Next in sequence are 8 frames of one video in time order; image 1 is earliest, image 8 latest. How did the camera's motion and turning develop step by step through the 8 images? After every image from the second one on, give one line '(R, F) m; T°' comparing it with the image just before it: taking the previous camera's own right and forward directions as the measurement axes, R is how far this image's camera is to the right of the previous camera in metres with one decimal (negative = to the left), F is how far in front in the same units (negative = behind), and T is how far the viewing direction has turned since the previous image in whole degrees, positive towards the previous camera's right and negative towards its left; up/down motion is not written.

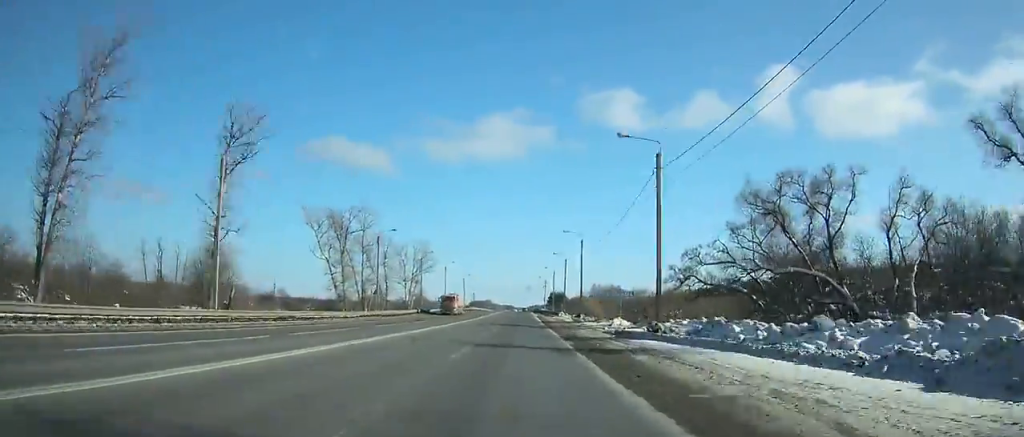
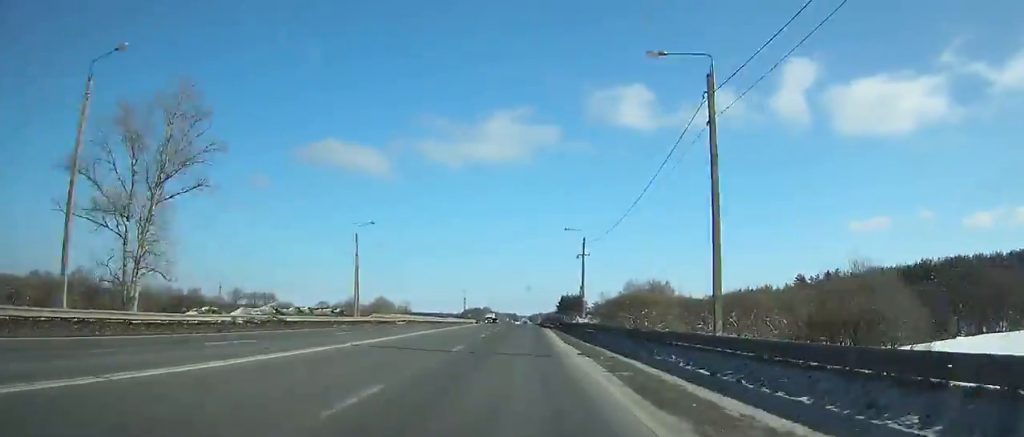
(+0.4, +103.3) m; 0°
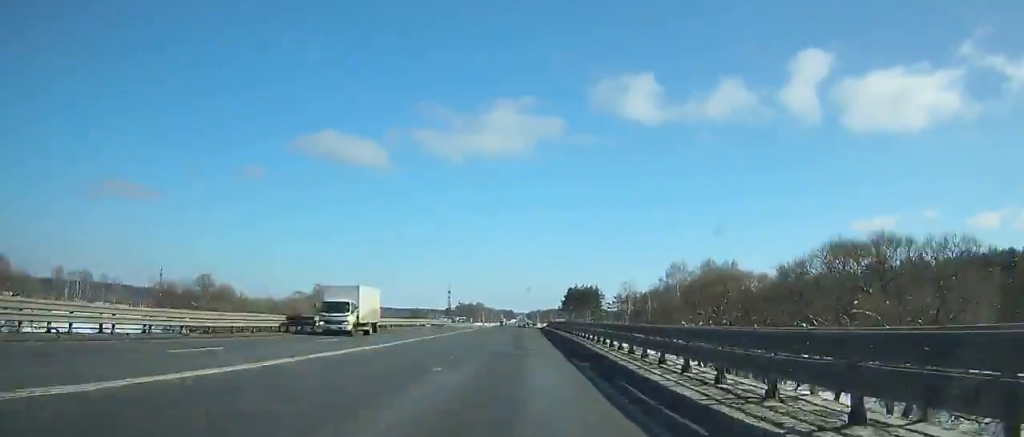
(-0.3, +71.4) m; 0°
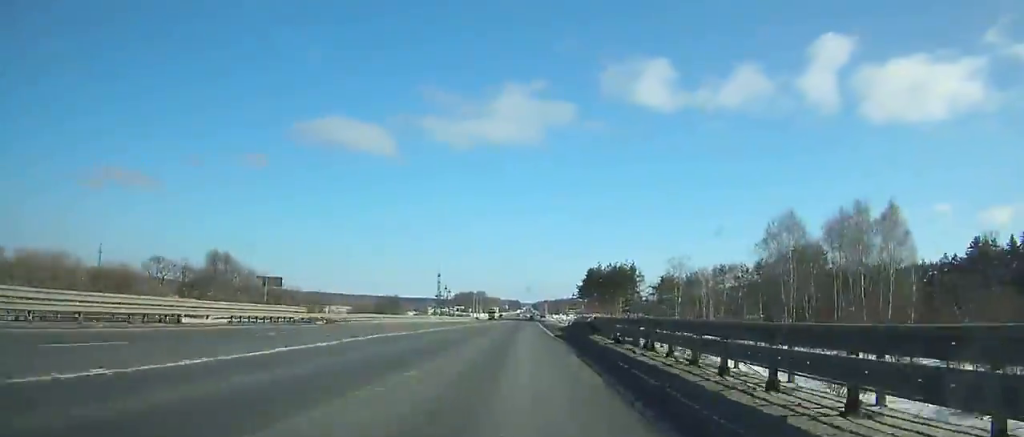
(-0.3, +65.9) m; 0°
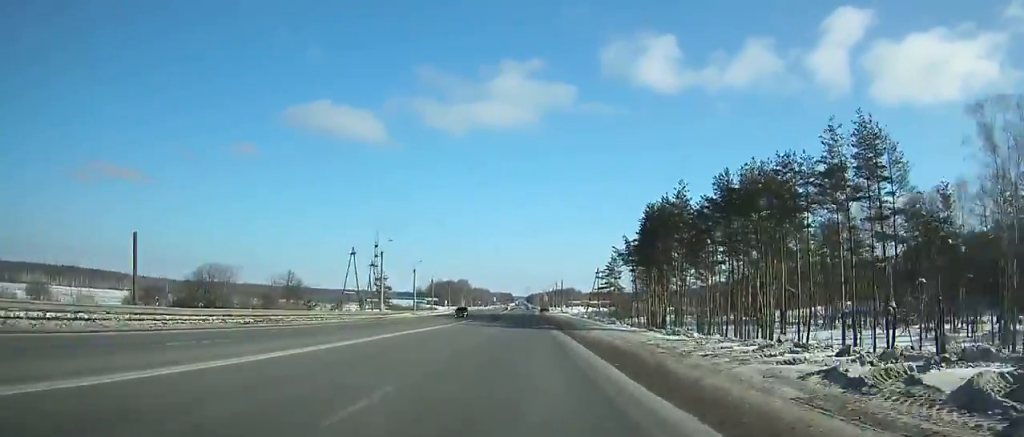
(+0.4, +111.5) m; +1°
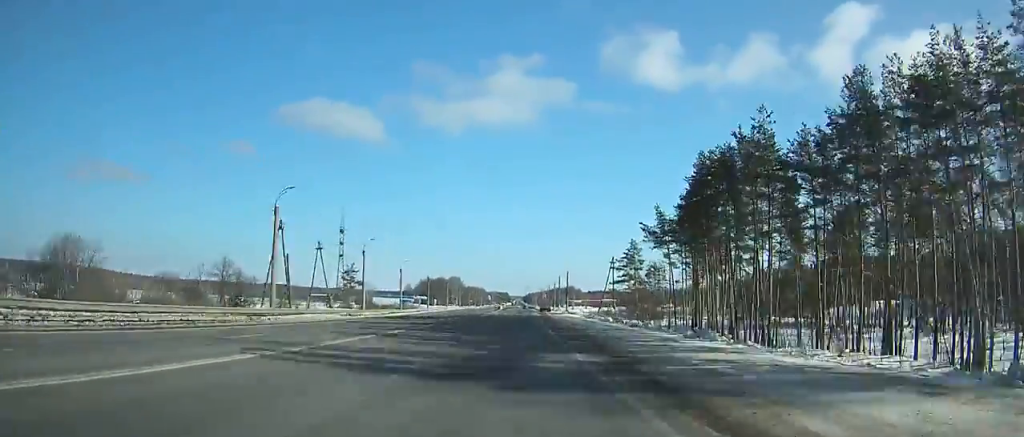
(0.0, +31.7) m; 0°
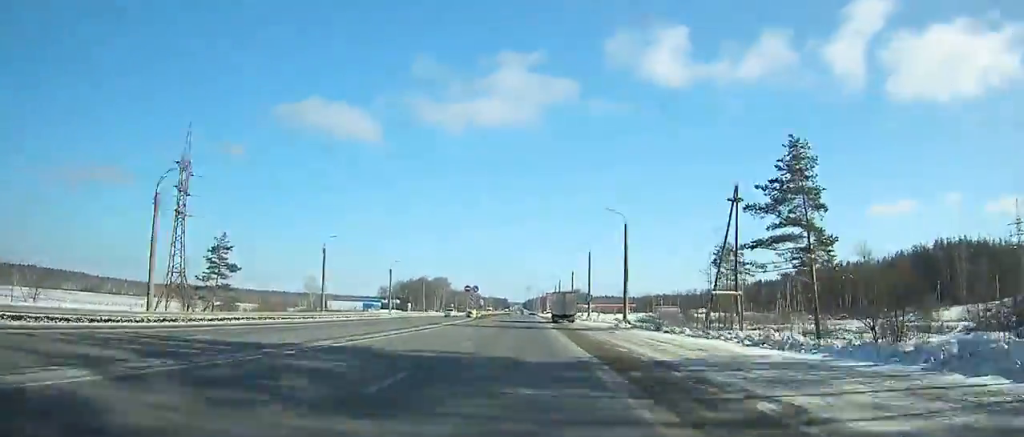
(+0.3, +74.8) m; 0°
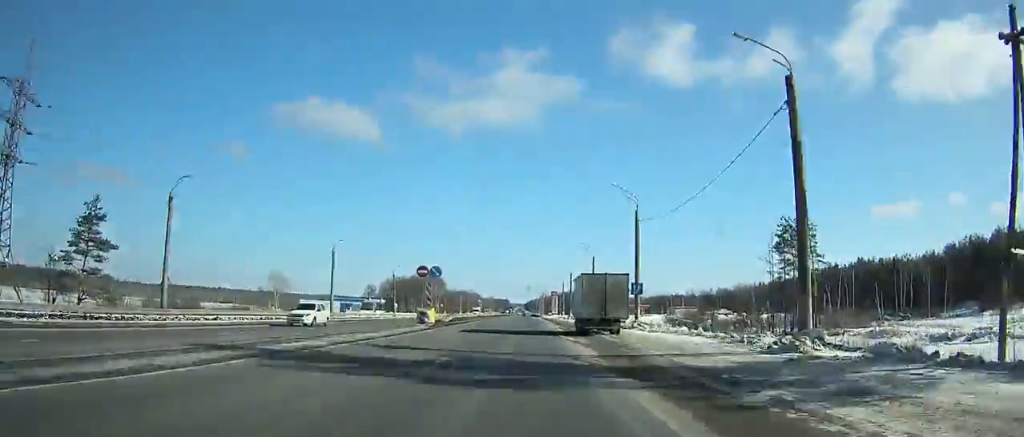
(0.0, +32.5) m; 0°
